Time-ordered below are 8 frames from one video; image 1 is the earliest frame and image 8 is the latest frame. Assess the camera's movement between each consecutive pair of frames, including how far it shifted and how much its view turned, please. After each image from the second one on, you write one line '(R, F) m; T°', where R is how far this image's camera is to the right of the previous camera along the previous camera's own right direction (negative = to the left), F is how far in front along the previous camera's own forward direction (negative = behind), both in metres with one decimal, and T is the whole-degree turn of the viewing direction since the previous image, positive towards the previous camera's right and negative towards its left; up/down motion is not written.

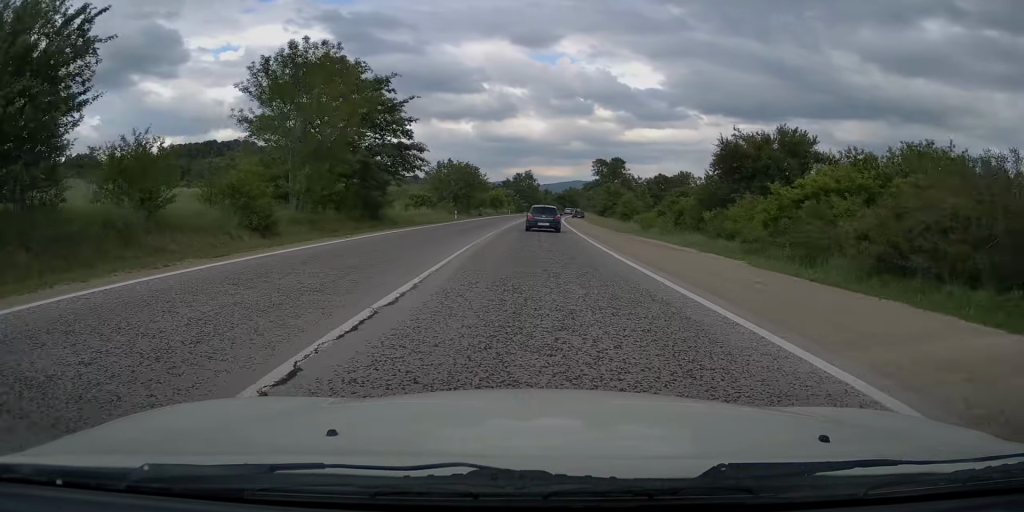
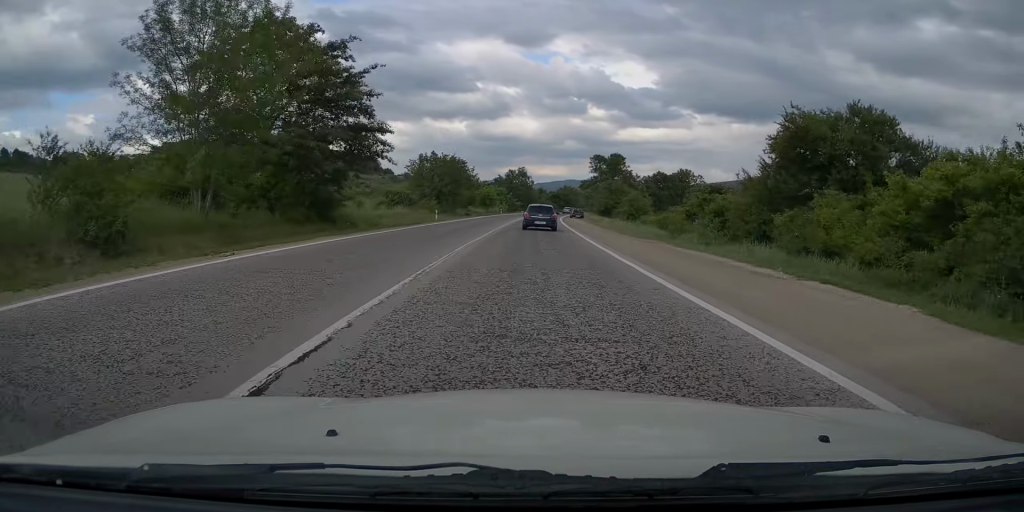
(-0.1, +8.8) m; +1°
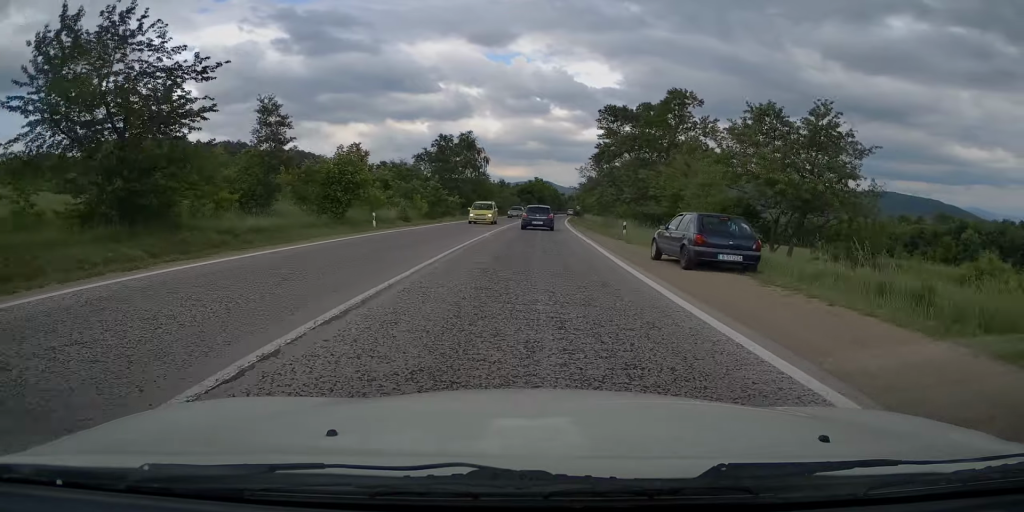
(+2.8, +67.8) m; +3°
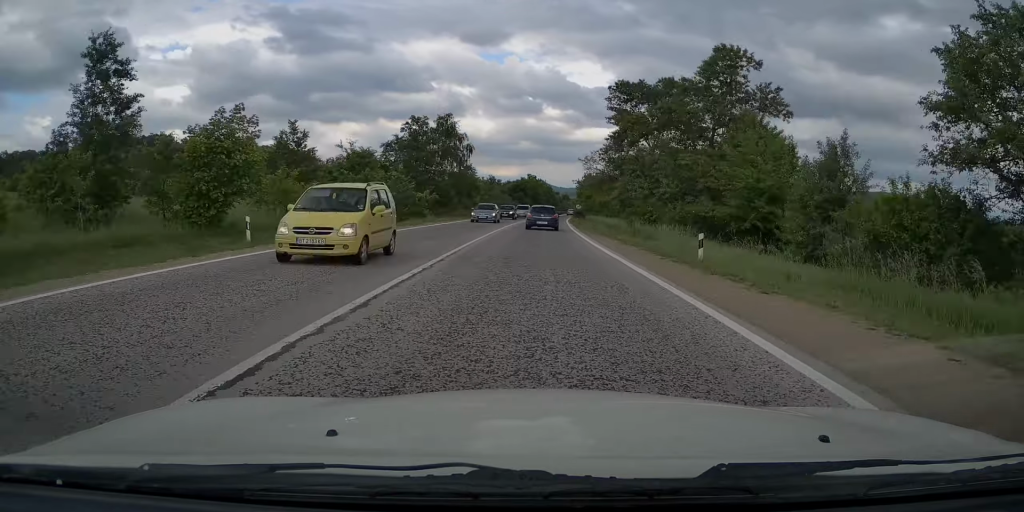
(0.0, +13.9) m; +1°
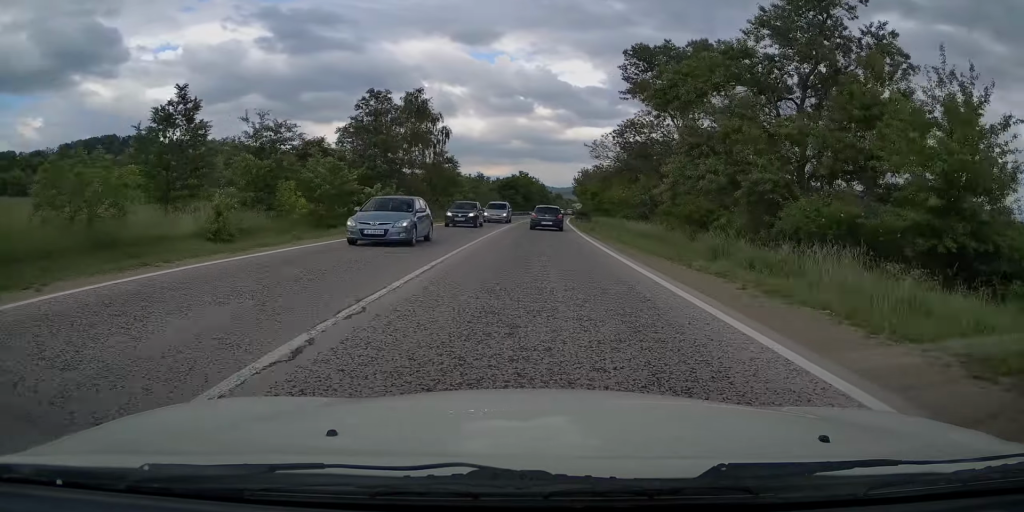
(0.0, +13.2) m; +1°
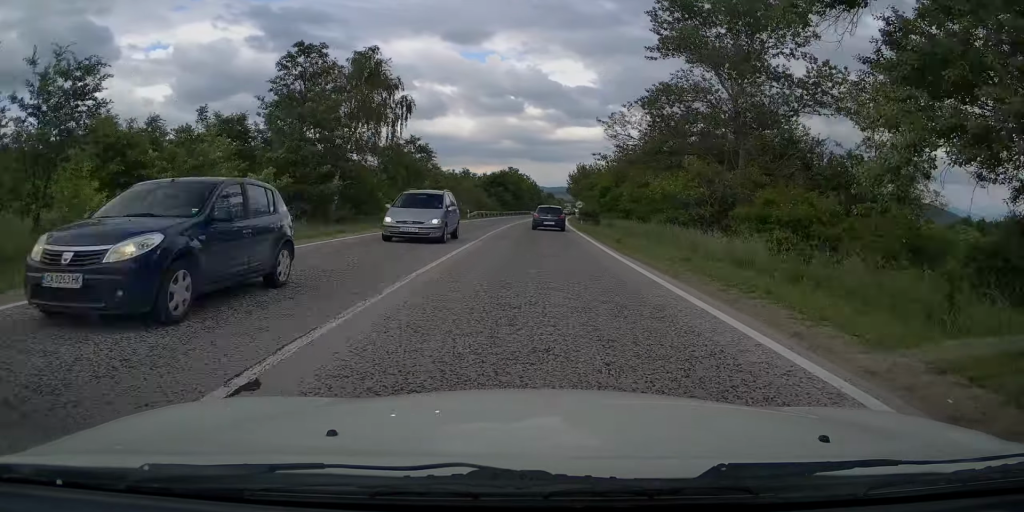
(+0.2, +13.3) m; +1°
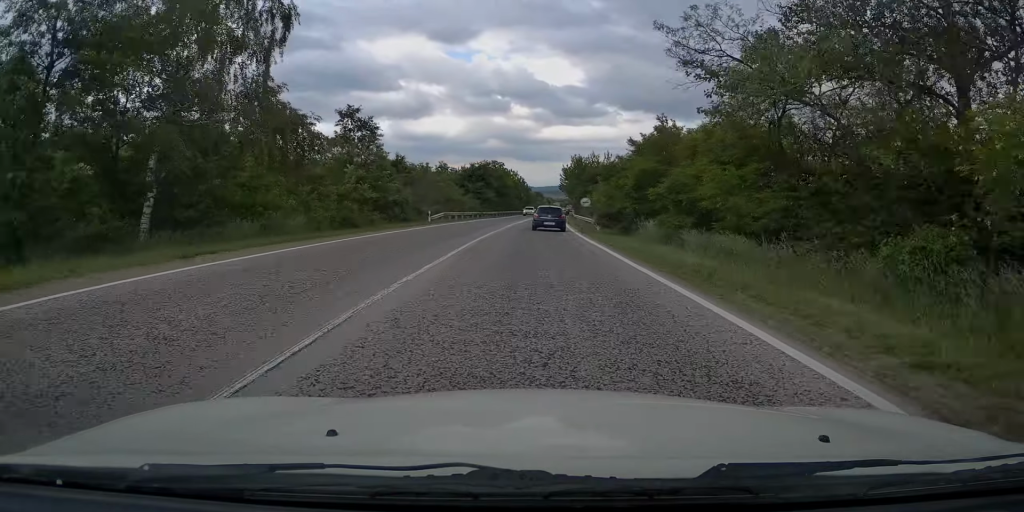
(+0.2, +18.0) m; +1°
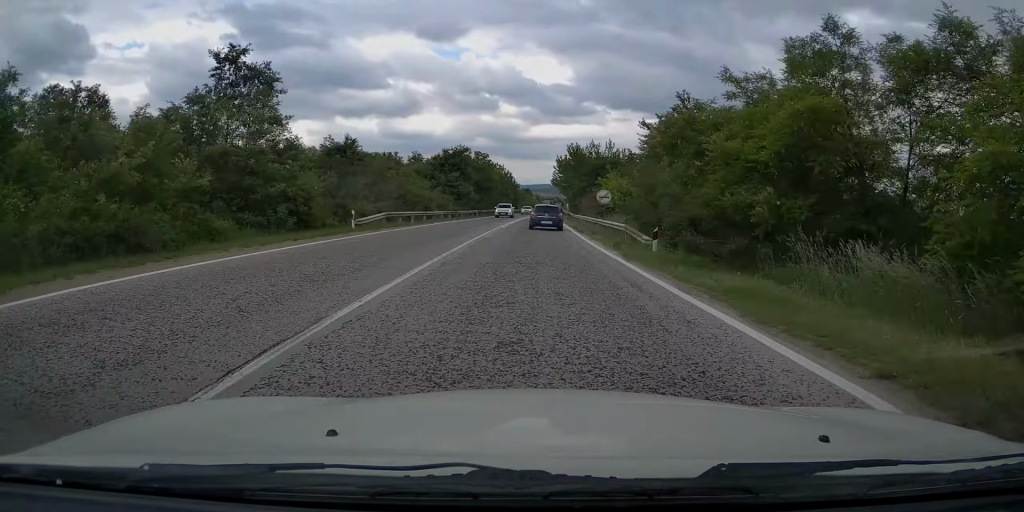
(+0.1, +16.5) m; +1°
